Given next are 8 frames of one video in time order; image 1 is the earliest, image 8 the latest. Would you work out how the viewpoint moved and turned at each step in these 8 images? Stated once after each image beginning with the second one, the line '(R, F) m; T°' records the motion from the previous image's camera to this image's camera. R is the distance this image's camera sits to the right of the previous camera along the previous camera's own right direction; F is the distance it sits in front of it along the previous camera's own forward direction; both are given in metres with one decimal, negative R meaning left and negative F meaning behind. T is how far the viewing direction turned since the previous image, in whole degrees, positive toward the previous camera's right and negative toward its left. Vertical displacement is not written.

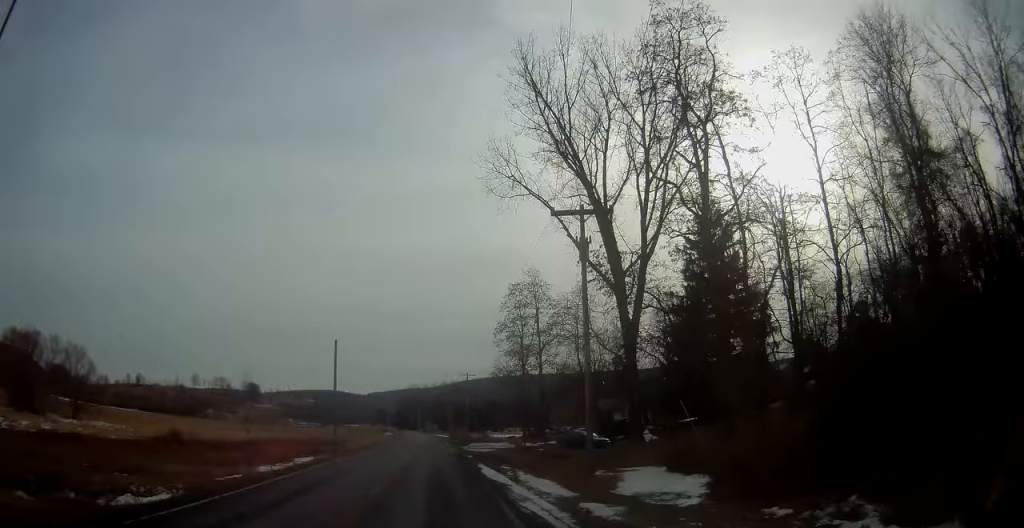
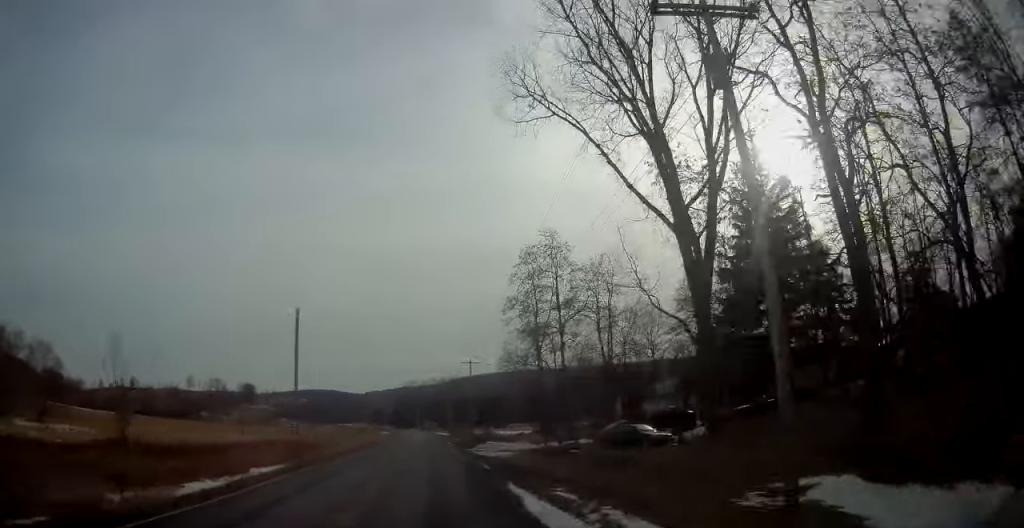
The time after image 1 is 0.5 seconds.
(0.0, +12.4) m; 0°
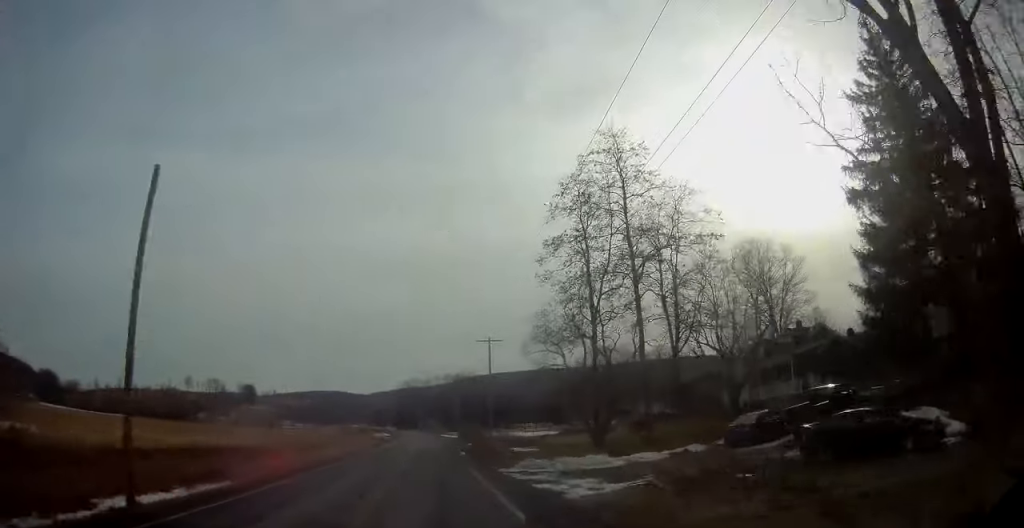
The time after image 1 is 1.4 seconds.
(0.0, +19.6) m; 0°
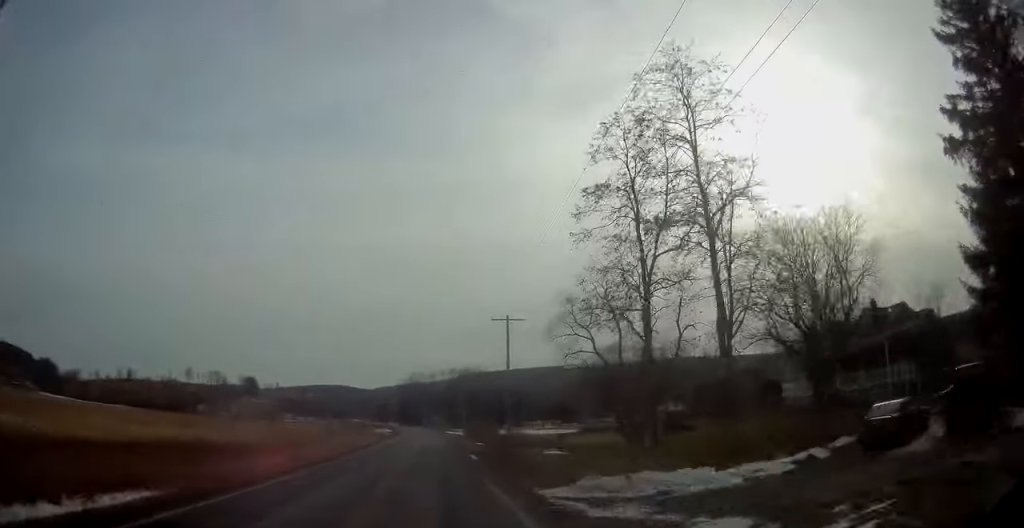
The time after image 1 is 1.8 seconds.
(0.0, +9.4) m; 0°
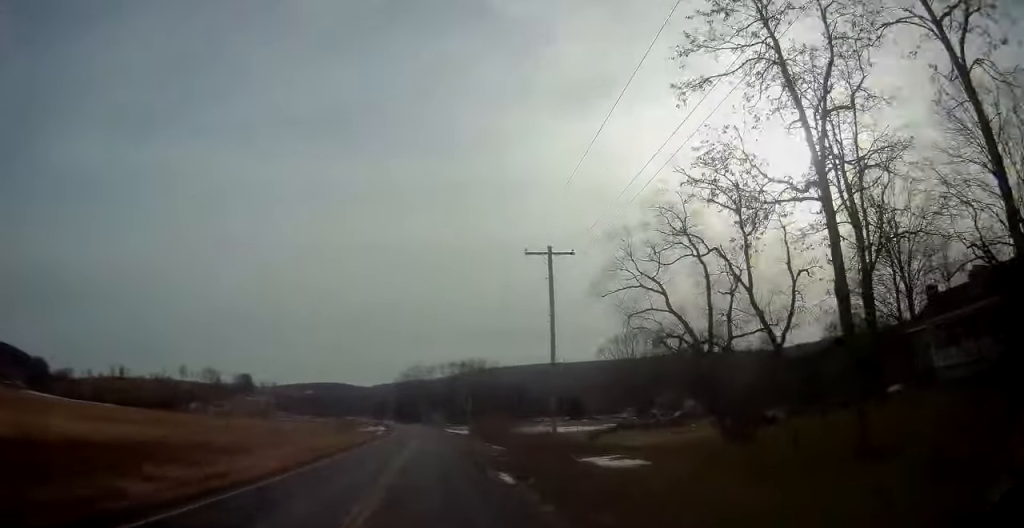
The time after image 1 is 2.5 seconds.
(0.0, +16.6) m; 0°
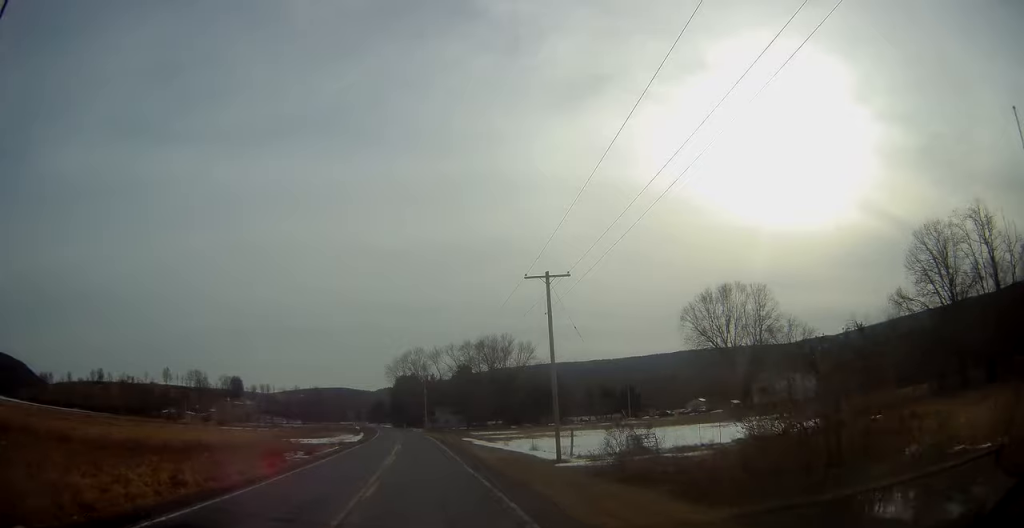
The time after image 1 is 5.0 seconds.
(-0.7, +60.7) m; -1°
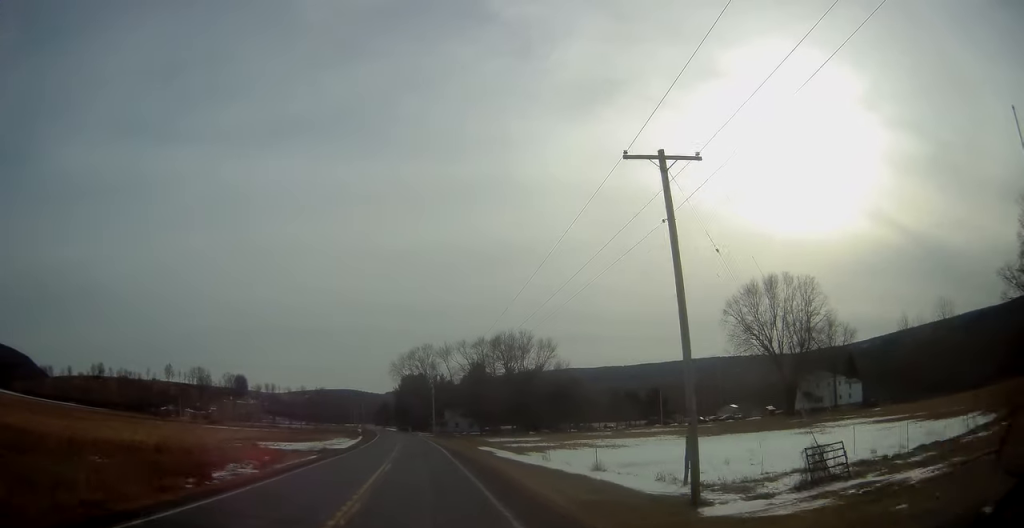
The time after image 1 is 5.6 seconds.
(+0.2, +15.3) m; -1°
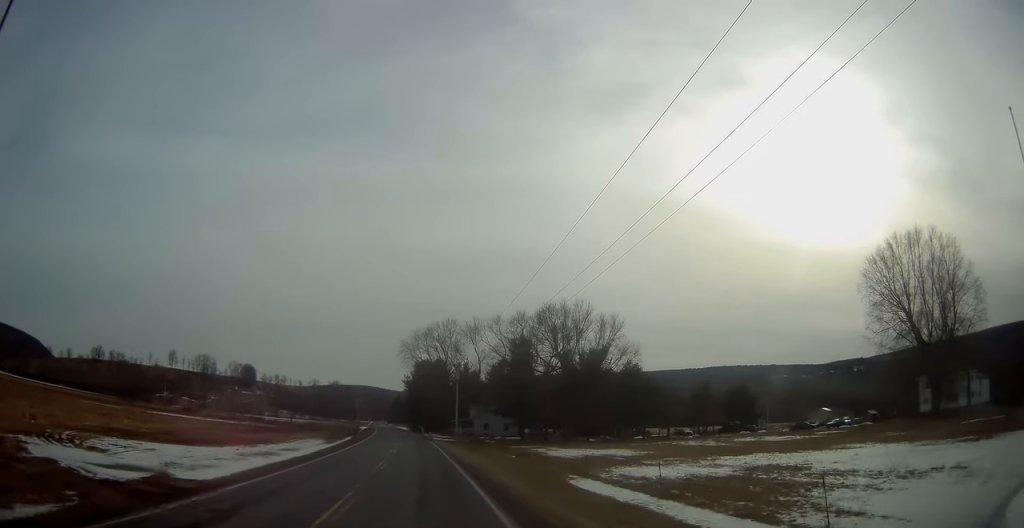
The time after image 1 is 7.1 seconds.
(-0.9, +36.1) m; -2°
